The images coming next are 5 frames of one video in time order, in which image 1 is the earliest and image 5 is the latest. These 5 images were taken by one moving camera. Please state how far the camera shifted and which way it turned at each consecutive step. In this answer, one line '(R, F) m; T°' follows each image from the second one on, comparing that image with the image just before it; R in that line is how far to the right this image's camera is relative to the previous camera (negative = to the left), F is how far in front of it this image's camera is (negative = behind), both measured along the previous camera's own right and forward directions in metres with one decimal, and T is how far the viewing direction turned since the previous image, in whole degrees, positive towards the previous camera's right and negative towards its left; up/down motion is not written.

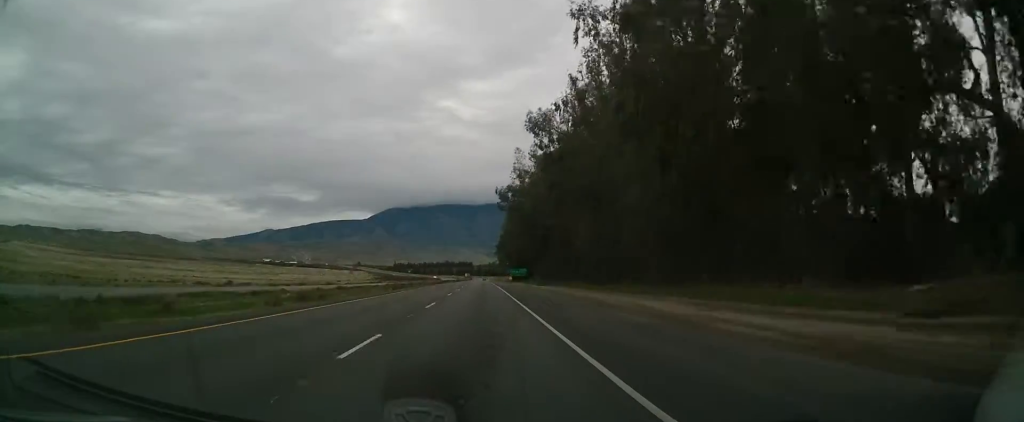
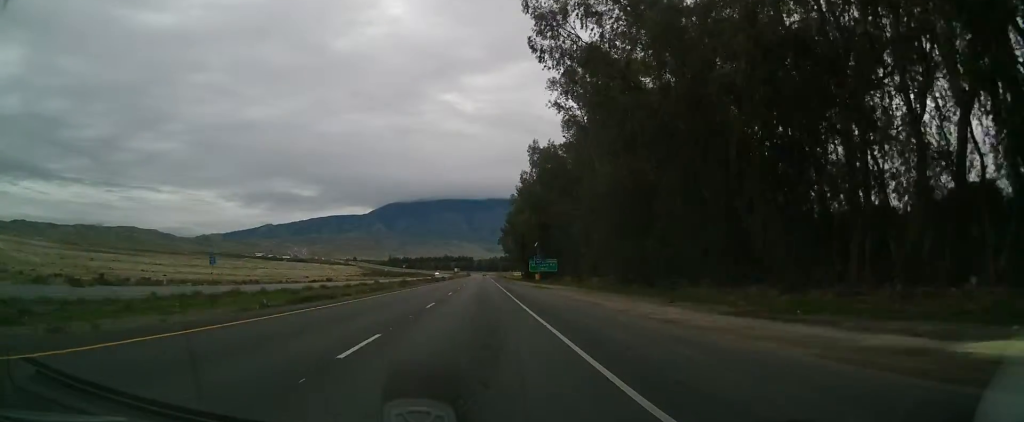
(-0.7, +69.8) m; -1°
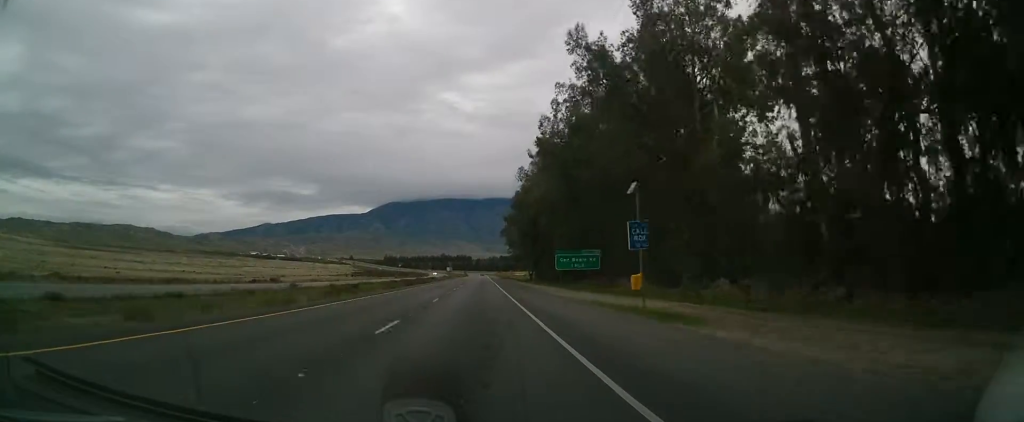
(-0.2, +35.1) m; 0°
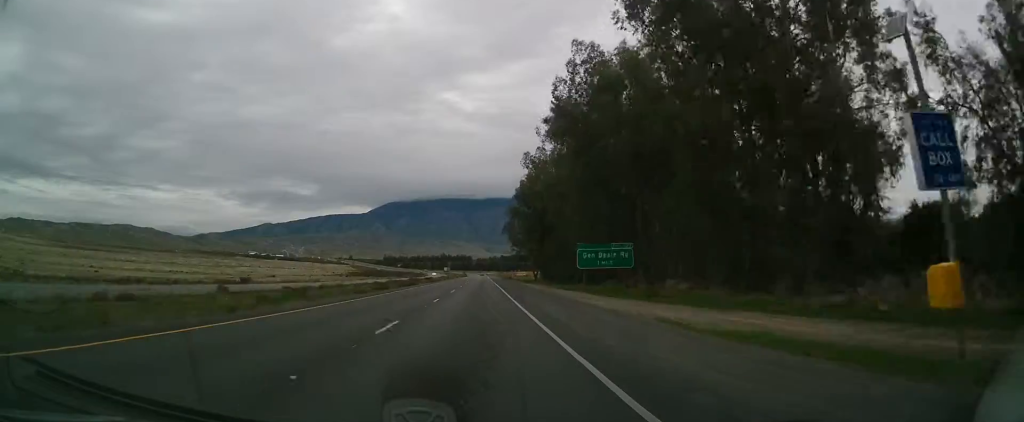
(+0.1, +11.9) m; 0°
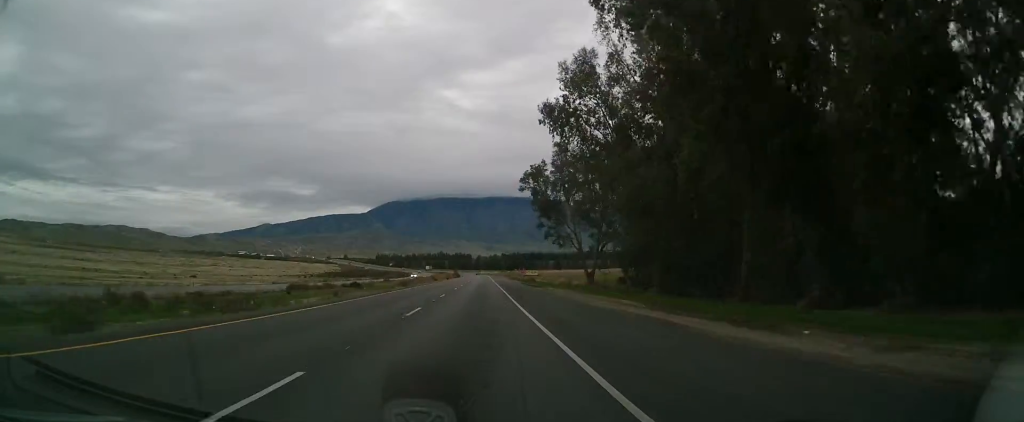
(-0.5, +69.4) m; 0°
